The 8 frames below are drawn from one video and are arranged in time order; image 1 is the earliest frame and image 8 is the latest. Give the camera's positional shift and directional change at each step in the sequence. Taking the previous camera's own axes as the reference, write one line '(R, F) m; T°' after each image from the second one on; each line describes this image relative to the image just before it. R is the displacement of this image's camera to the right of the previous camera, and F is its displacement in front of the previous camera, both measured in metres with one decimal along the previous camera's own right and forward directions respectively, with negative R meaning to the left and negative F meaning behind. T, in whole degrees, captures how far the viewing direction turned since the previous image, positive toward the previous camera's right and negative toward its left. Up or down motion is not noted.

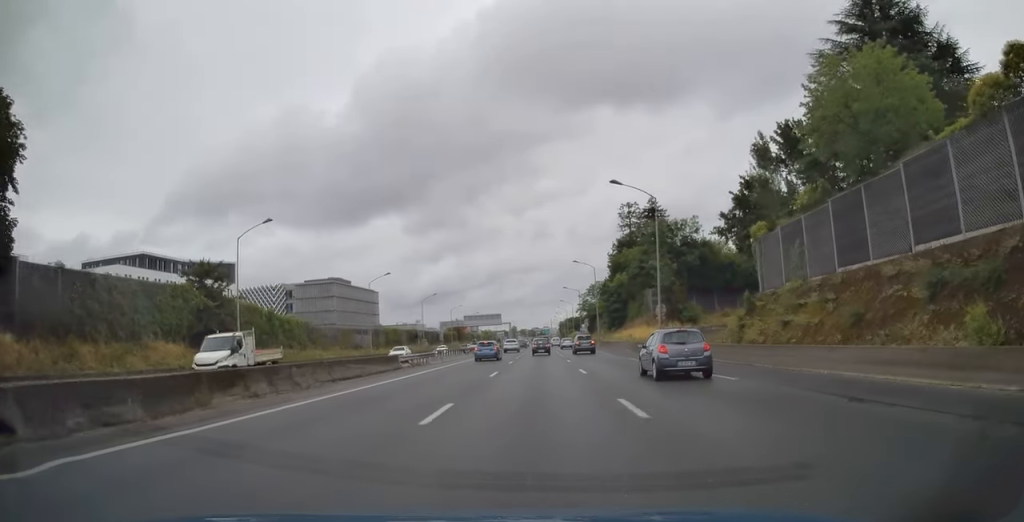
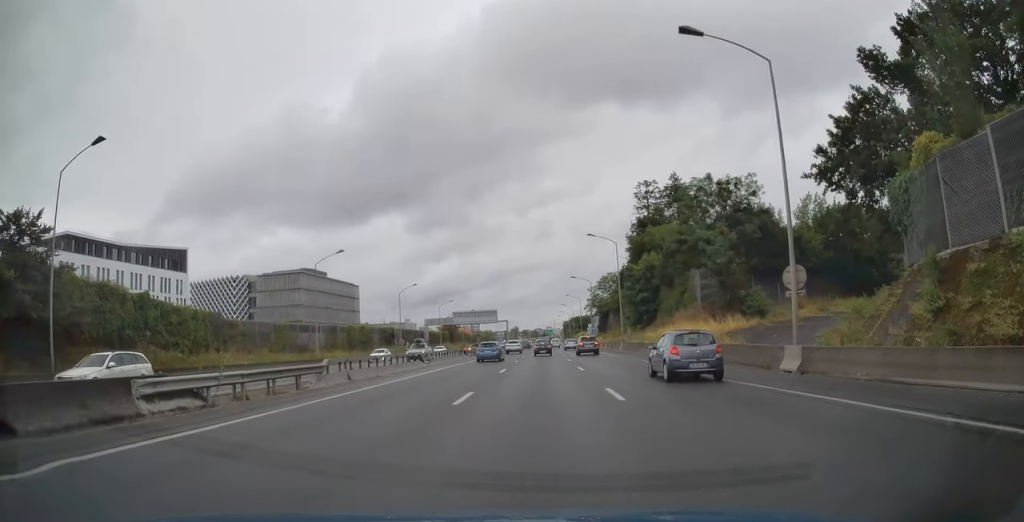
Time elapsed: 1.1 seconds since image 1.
(+0.1, +23.0) m; 0°
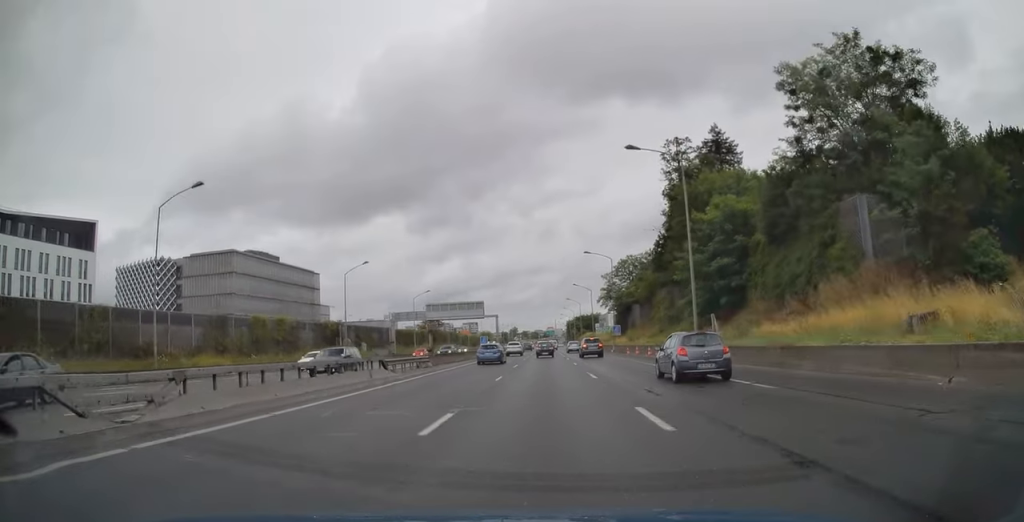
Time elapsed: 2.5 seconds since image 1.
(-0.3, +30.7) m; 0°
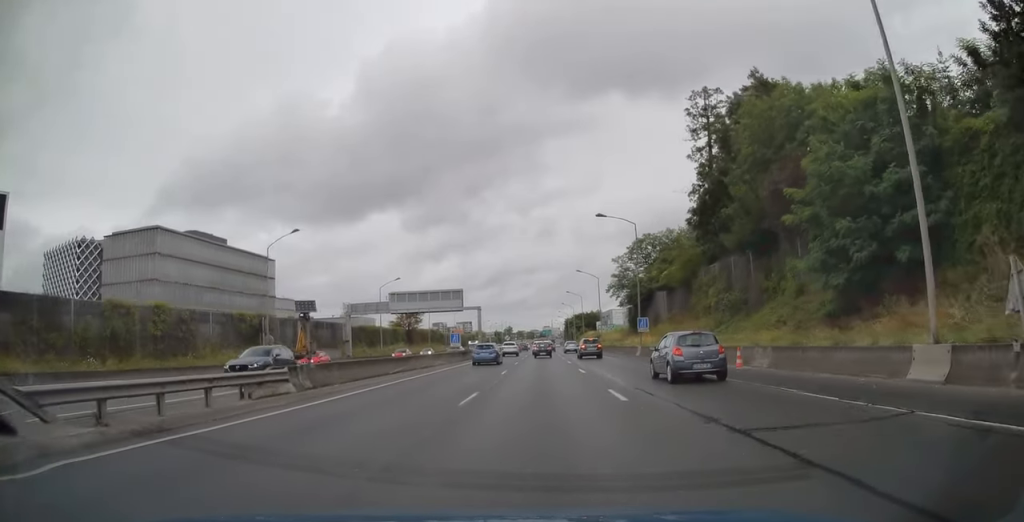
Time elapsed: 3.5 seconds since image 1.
(+0.2, +21.7) m; 0°
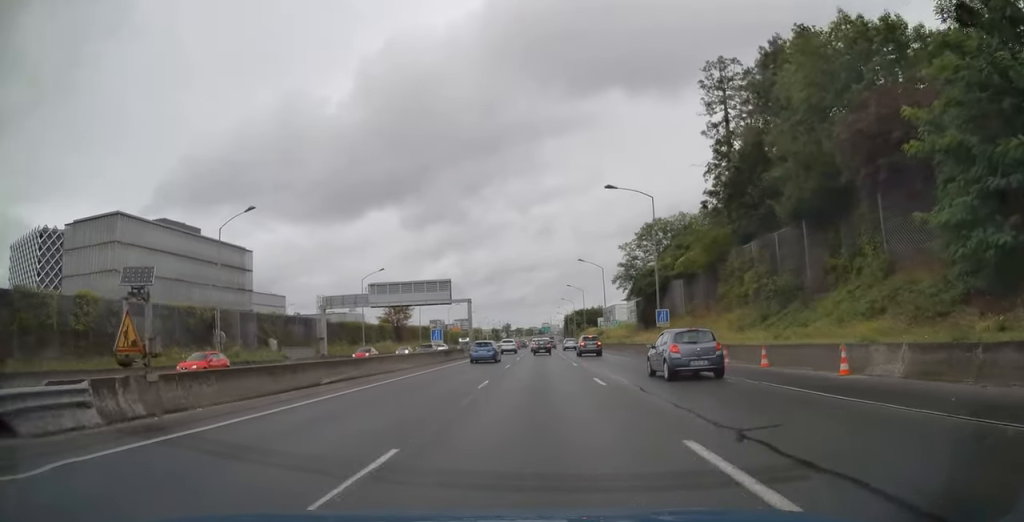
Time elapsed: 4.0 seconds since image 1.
(0.0, +8.9) m; 0°
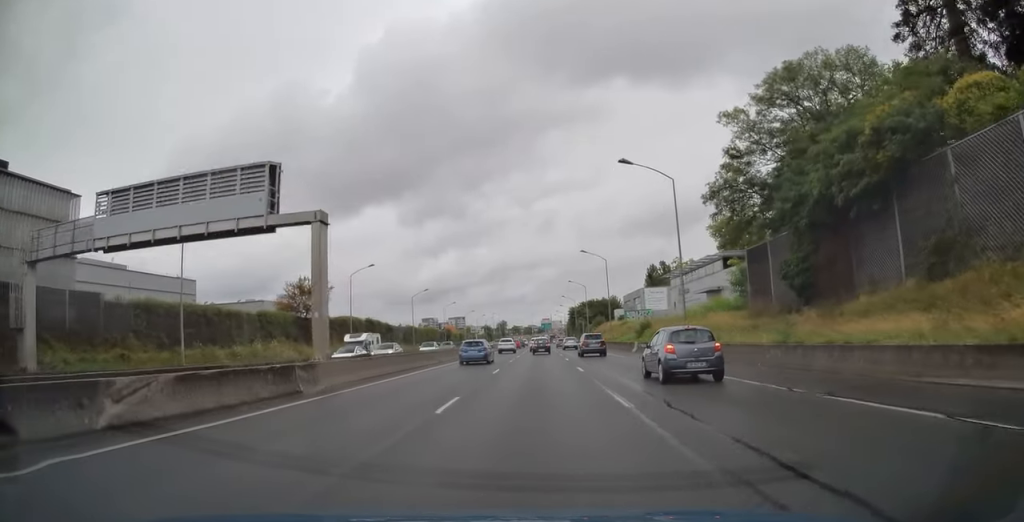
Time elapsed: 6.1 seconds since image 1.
(+0.4, +45.6) m; +1°
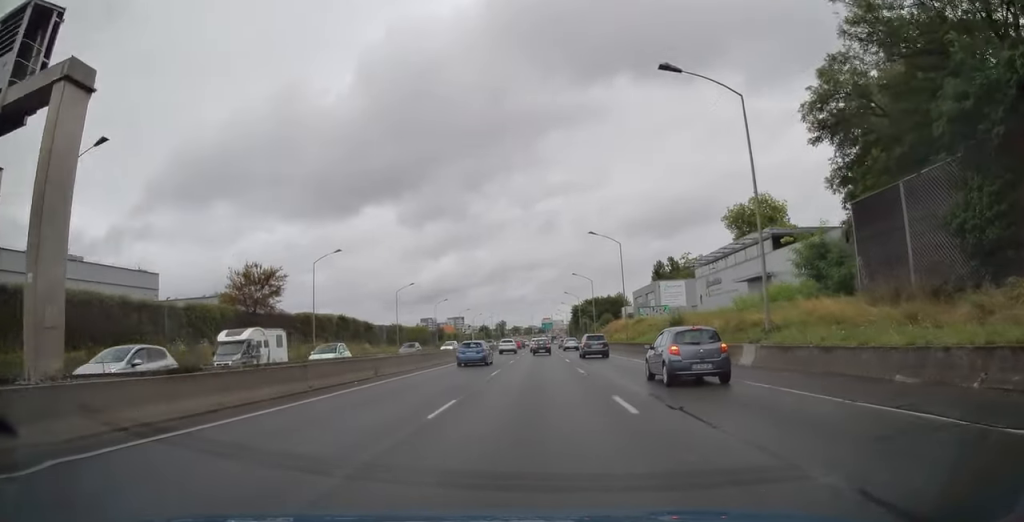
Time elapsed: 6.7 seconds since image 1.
(0.0, +13.8) m; 0°
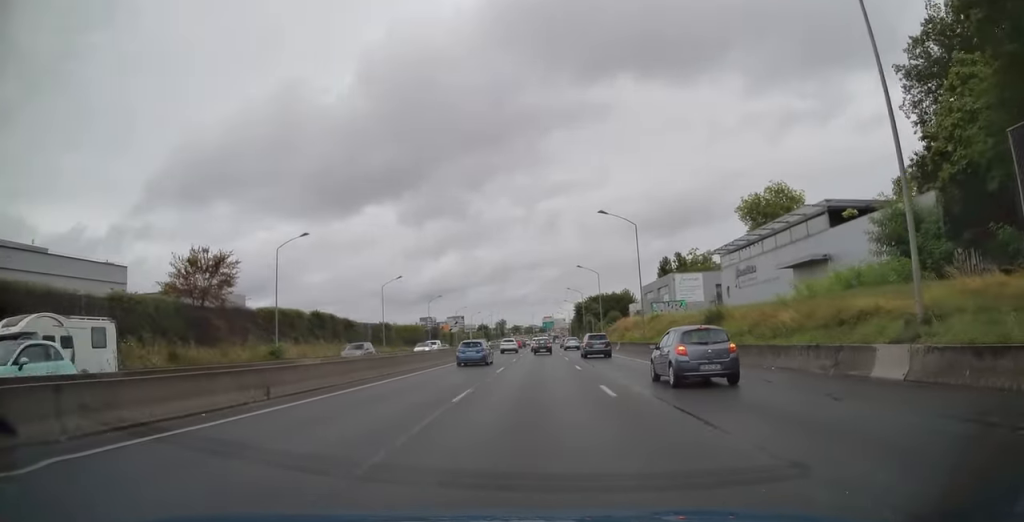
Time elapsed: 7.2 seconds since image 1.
(0.0, +10.2) m; 0°
